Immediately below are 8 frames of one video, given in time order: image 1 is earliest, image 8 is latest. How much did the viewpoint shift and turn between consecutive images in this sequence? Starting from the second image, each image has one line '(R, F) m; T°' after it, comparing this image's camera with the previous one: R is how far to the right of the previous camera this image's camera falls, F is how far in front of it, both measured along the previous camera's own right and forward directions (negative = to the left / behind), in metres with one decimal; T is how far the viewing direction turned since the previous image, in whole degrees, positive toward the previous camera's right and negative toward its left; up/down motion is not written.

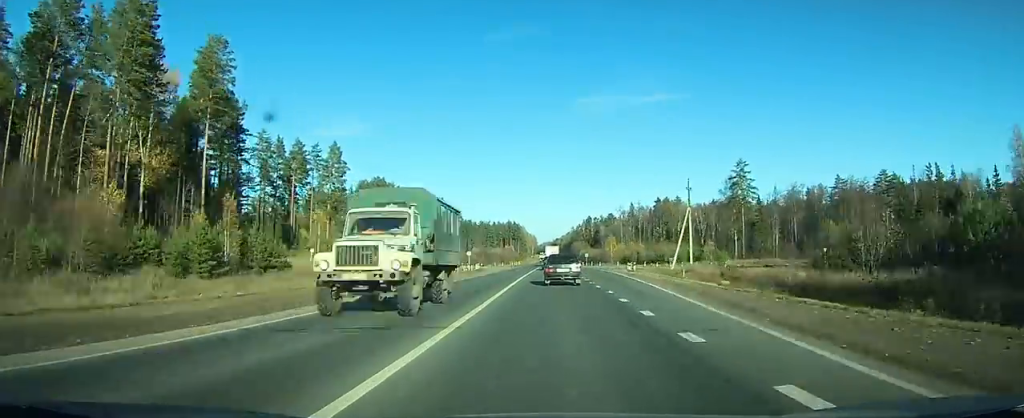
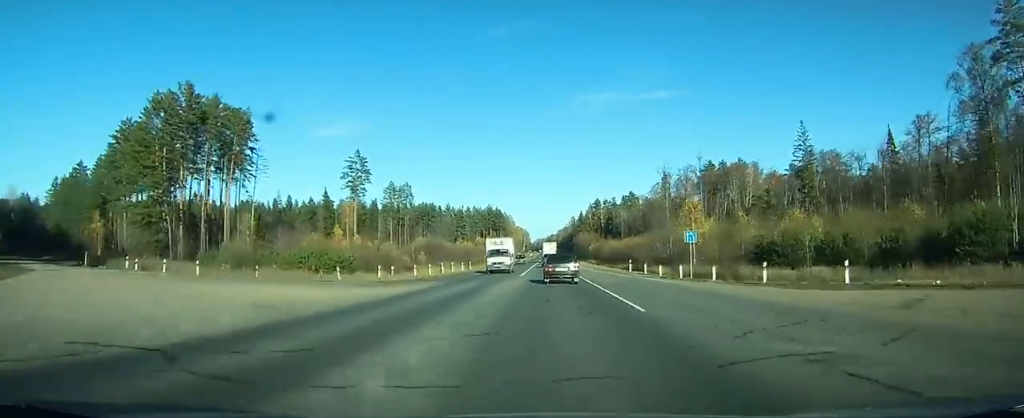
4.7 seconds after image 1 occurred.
(+0.6, +108.1) m; +1°
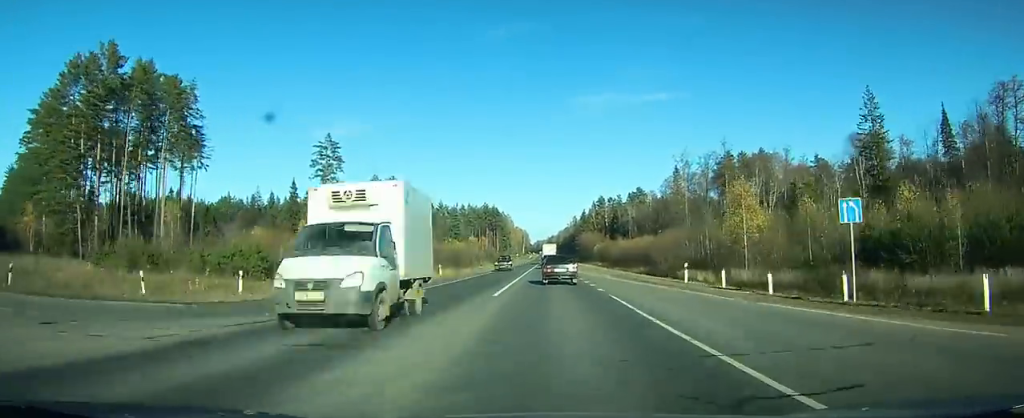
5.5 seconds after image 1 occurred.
(0.0, +20.0) m; 0°
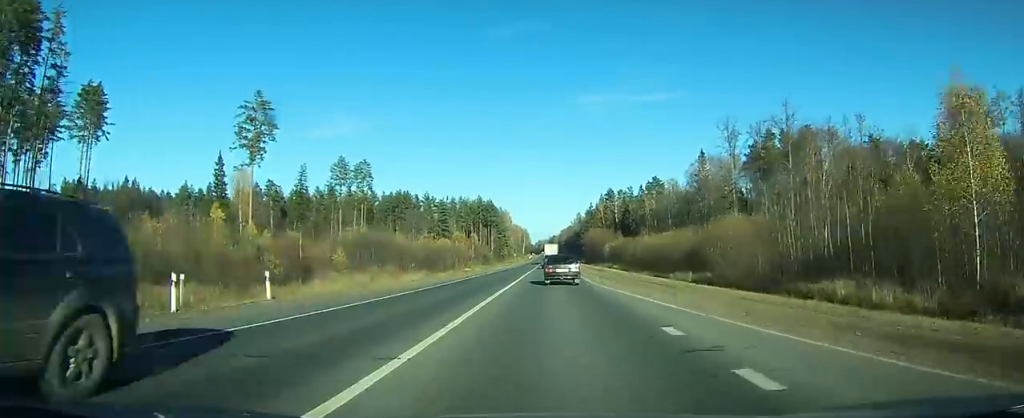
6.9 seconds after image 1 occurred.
(+0.2, +32.5) m; 0°
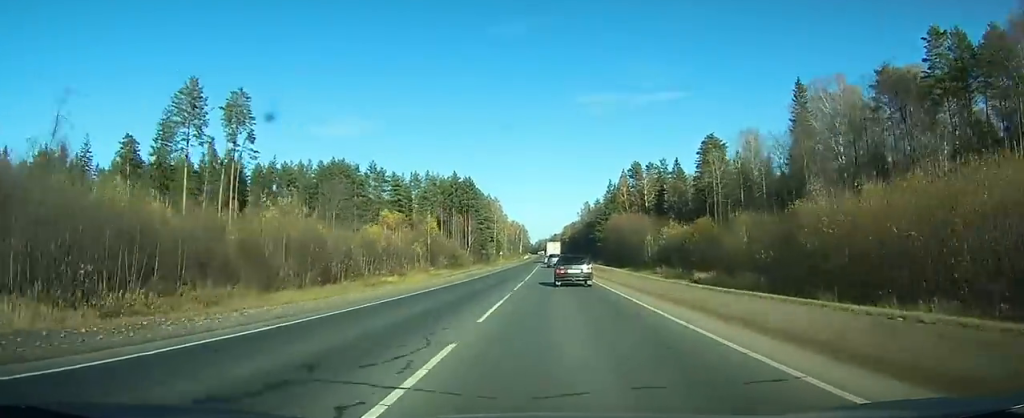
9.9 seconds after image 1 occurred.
(-0.4, +69.0) m; -1°
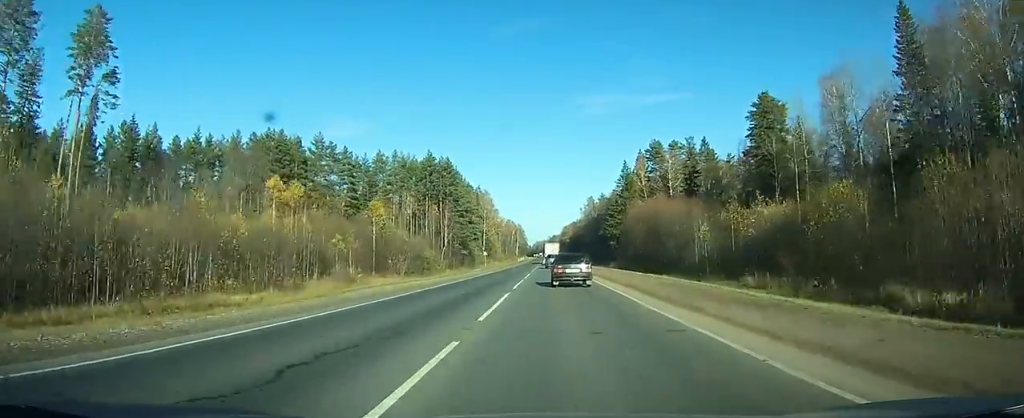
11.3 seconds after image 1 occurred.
(-0.2, +35.2) m; 0°
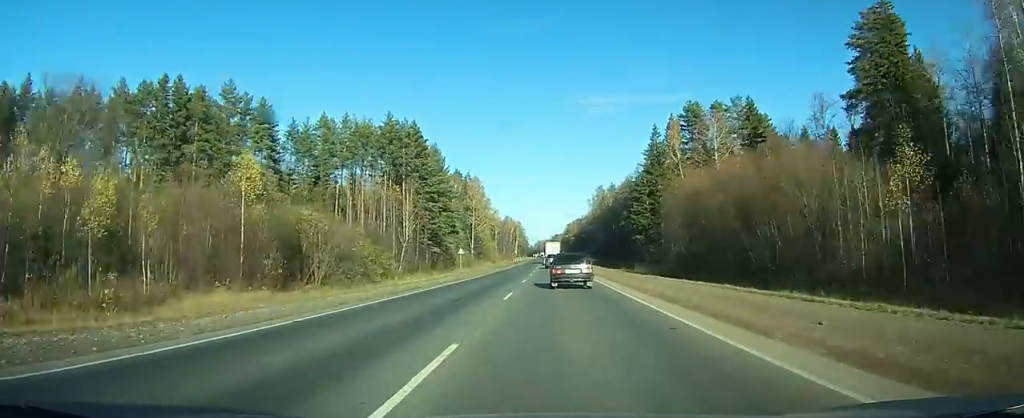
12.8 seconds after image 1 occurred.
(0.0, +35.5) m; 0°
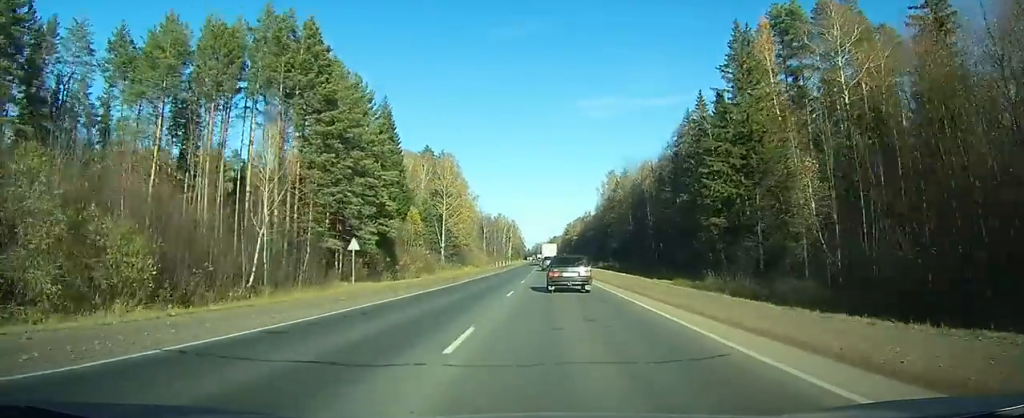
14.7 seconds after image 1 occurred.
(+0.1, +45.5) m; 0°
